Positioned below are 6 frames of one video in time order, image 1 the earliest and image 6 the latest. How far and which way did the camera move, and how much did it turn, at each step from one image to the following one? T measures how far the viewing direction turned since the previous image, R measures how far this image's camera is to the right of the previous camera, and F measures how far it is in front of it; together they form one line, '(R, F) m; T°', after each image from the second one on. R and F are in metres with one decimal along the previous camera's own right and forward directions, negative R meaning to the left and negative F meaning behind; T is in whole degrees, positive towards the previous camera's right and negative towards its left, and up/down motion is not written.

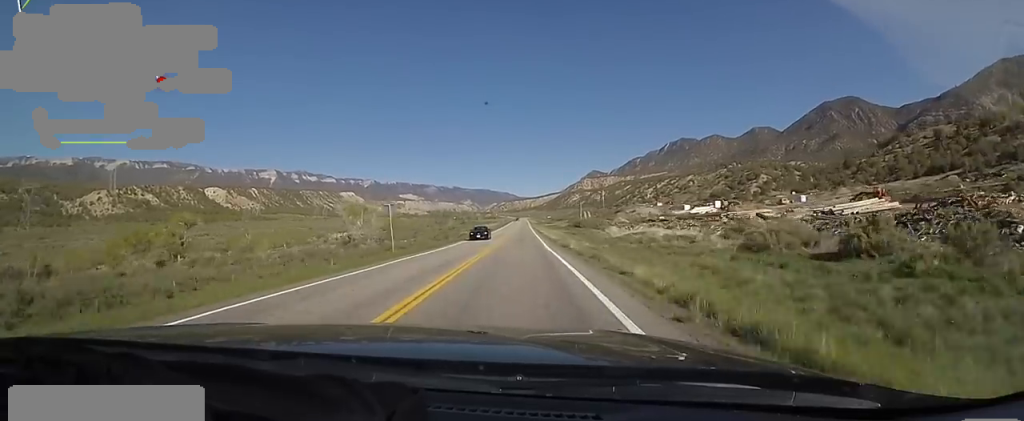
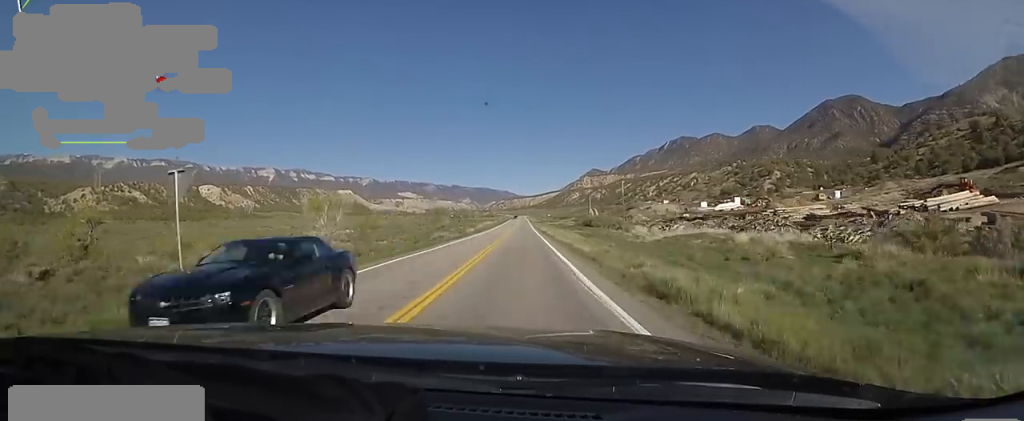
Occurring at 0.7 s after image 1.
(-0.2, +20.5) m; 0°
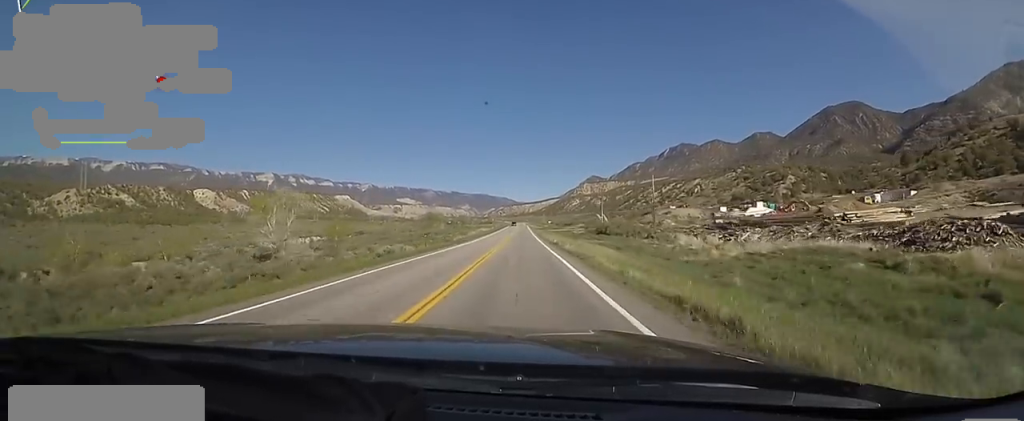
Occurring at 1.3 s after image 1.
(-0.3, +19.5) m; 0°
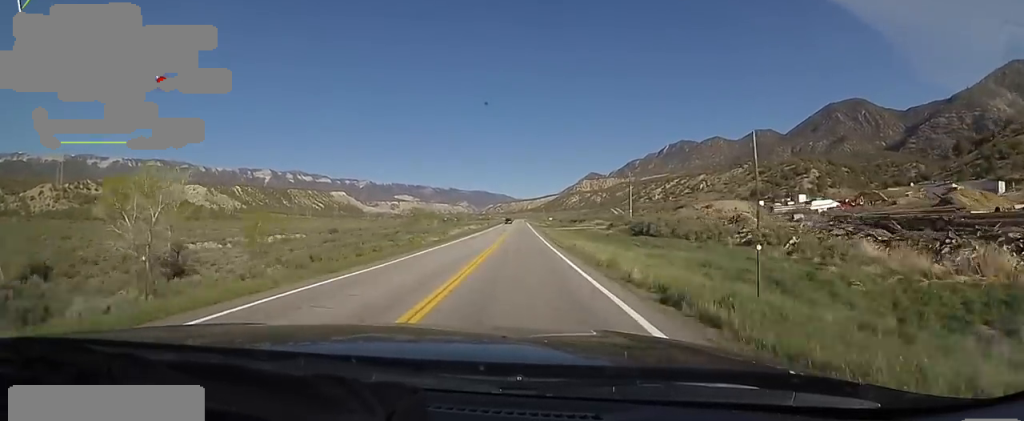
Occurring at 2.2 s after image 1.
(+0.6, +28.7) m; -1°
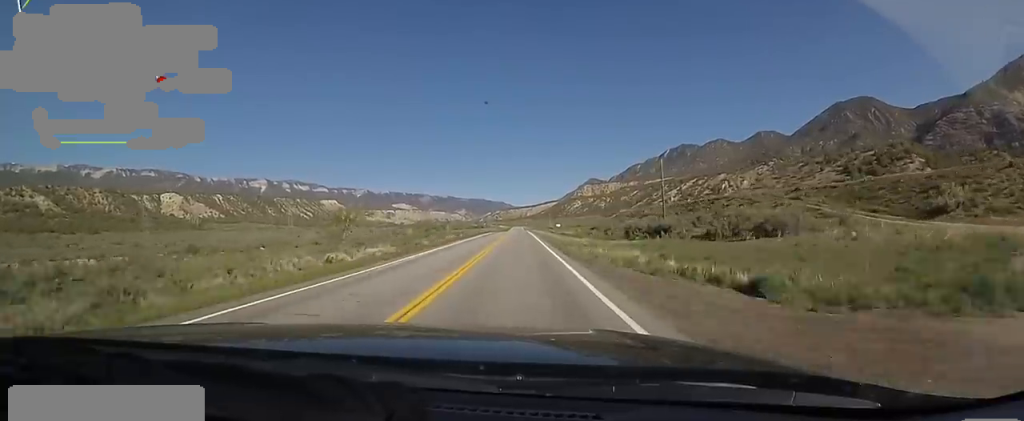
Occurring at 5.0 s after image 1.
(+2.4, +84.6) m; +2°
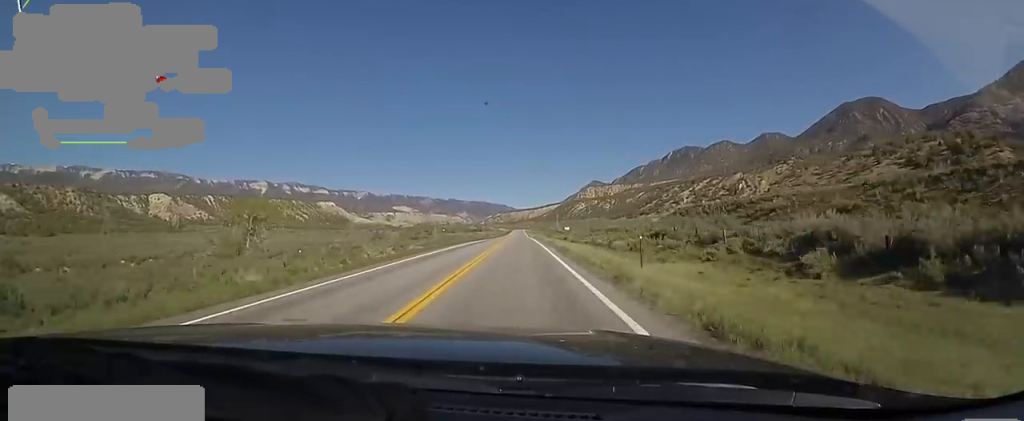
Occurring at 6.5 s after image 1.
(-0.7, +45.5) m; -1°
